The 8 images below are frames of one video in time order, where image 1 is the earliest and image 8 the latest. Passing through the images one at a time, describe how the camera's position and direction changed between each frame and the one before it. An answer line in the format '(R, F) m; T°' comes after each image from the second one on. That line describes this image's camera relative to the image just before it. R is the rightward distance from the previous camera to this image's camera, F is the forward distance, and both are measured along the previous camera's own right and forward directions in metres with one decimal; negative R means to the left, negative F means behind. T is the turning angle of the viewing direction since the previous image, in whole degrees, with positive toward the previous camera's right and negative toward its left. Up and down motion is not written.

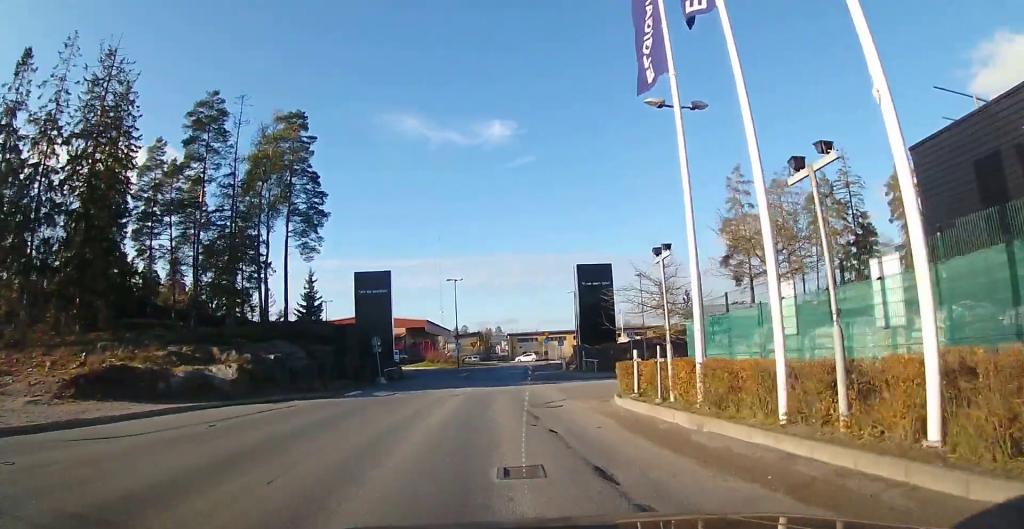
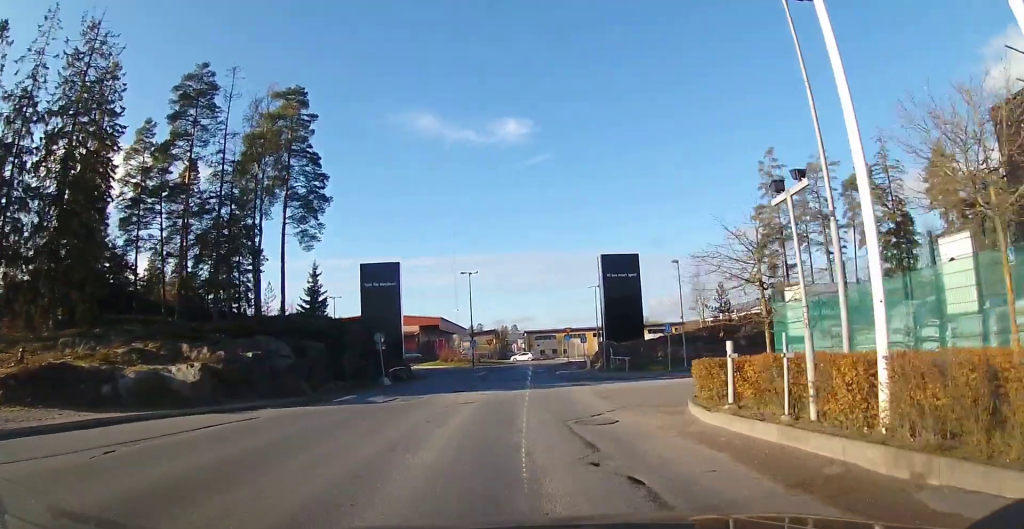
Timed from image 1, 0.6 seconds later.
(-0.3, +4.1) m; 0°
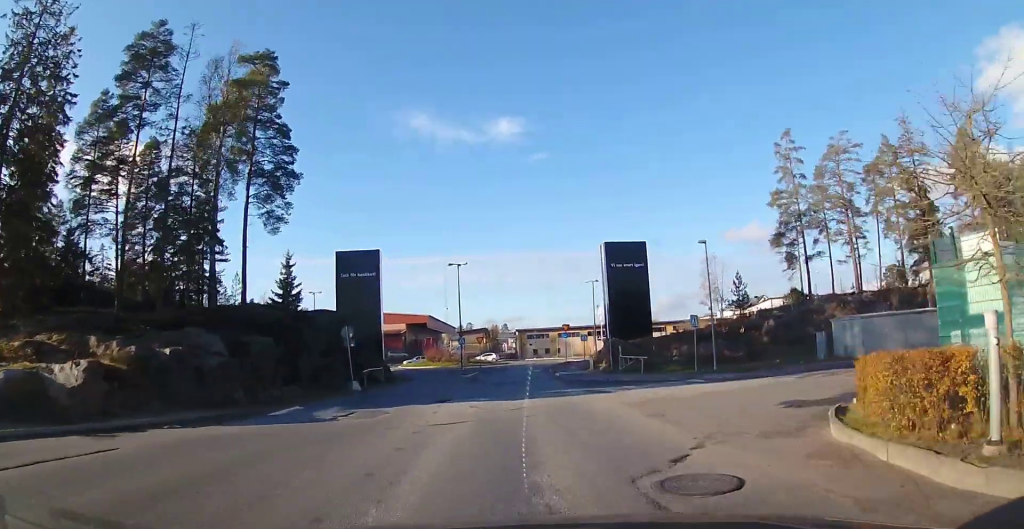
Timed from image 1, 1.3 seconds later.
(0.0, +5.1) m; +2°
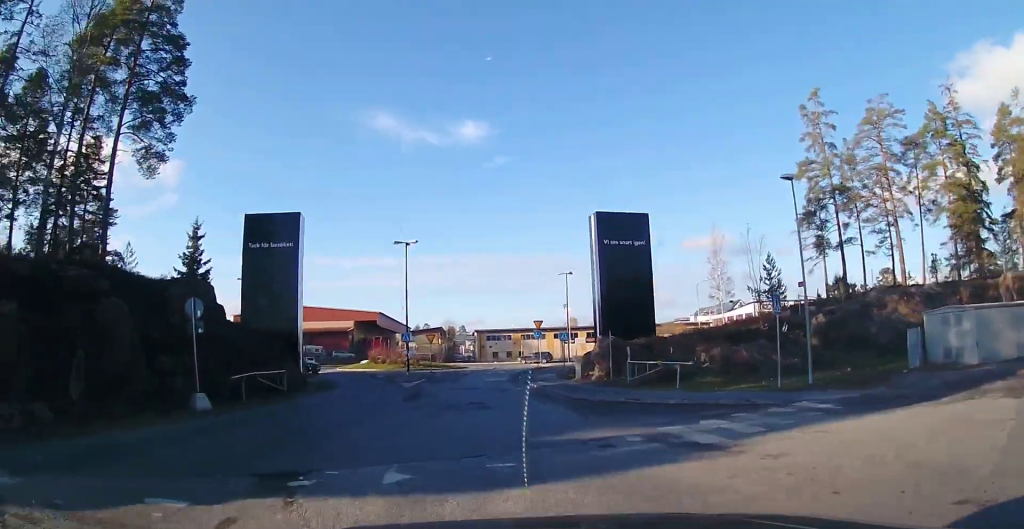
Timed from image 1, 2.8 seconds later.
(+0.4, +10.2) m; +5°
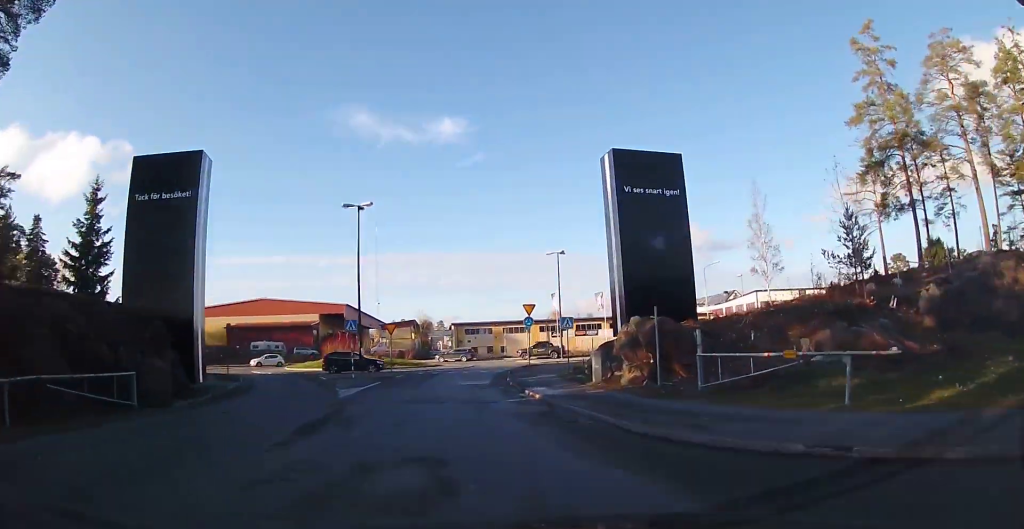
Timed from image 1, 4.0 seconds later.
(+0.5, +9.1) m; 0°
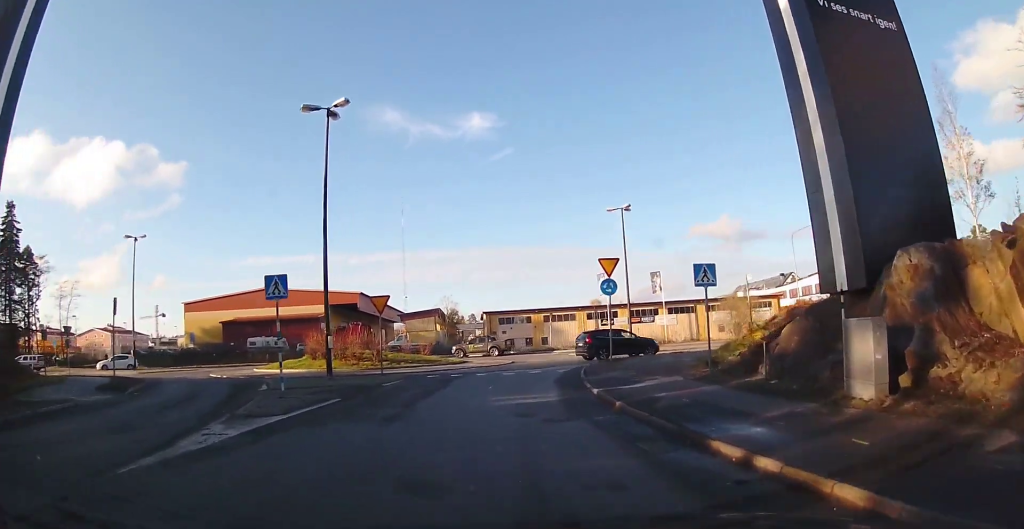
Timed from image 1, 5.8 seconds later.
(-0.7, +12.3) m; -7°
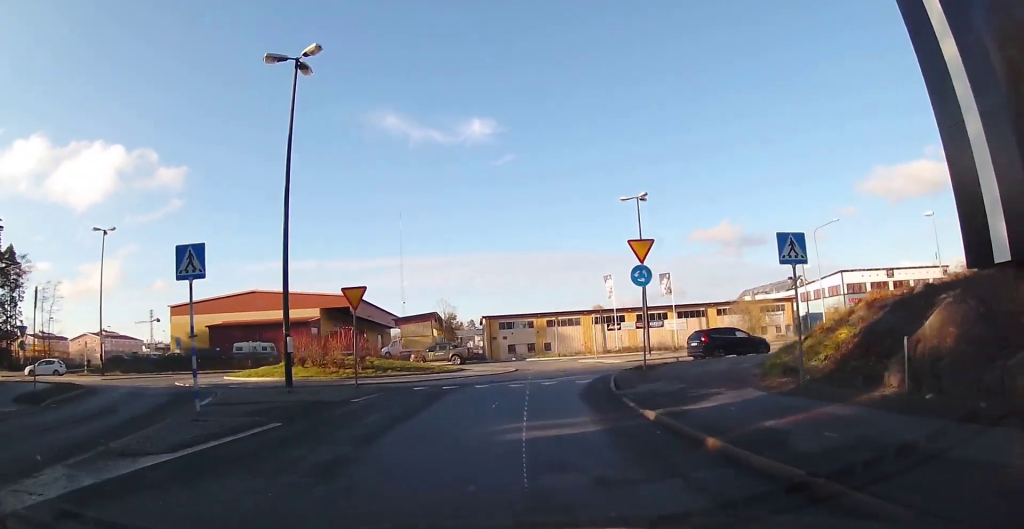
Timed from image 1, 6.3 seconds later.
(-0.1, +3.8) m; -3°
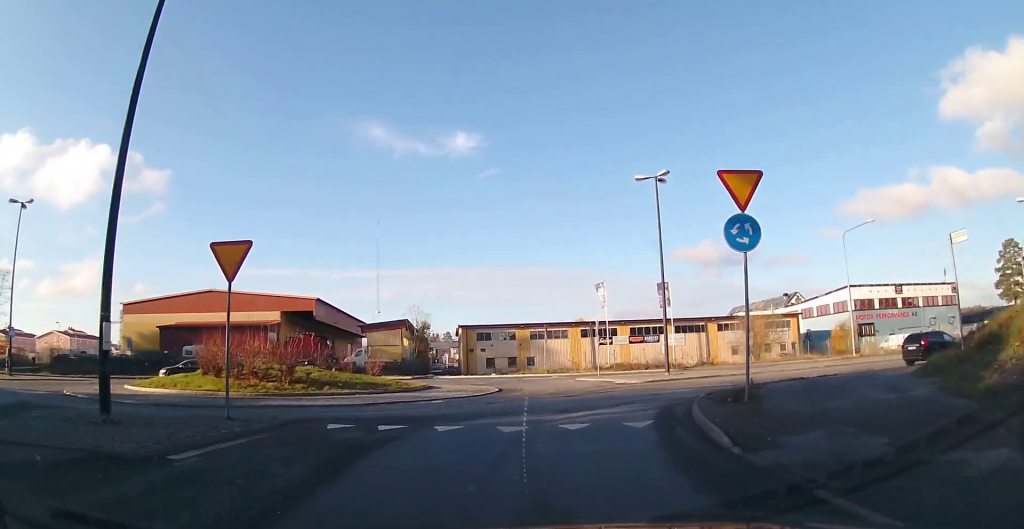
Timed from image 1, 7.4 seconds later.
(-0.5, +6.9) m; +1°
